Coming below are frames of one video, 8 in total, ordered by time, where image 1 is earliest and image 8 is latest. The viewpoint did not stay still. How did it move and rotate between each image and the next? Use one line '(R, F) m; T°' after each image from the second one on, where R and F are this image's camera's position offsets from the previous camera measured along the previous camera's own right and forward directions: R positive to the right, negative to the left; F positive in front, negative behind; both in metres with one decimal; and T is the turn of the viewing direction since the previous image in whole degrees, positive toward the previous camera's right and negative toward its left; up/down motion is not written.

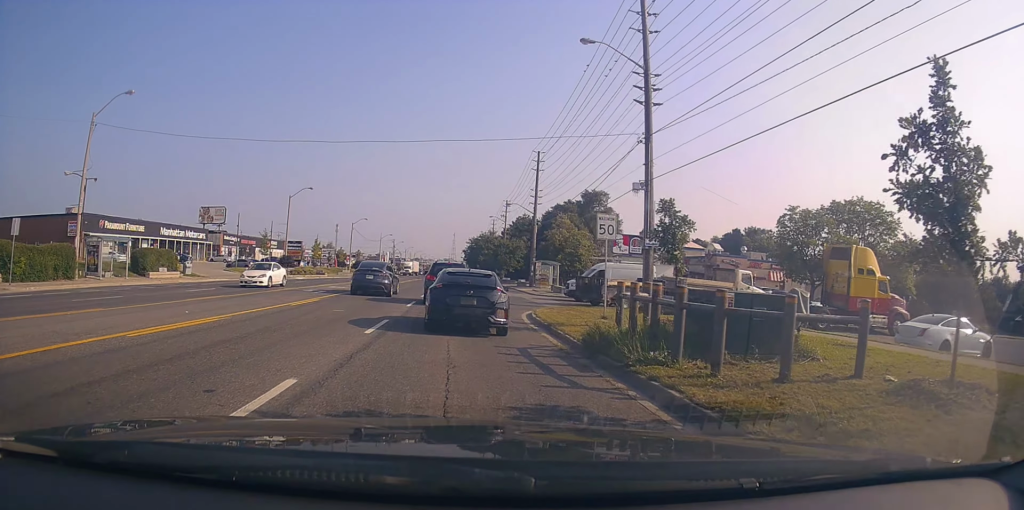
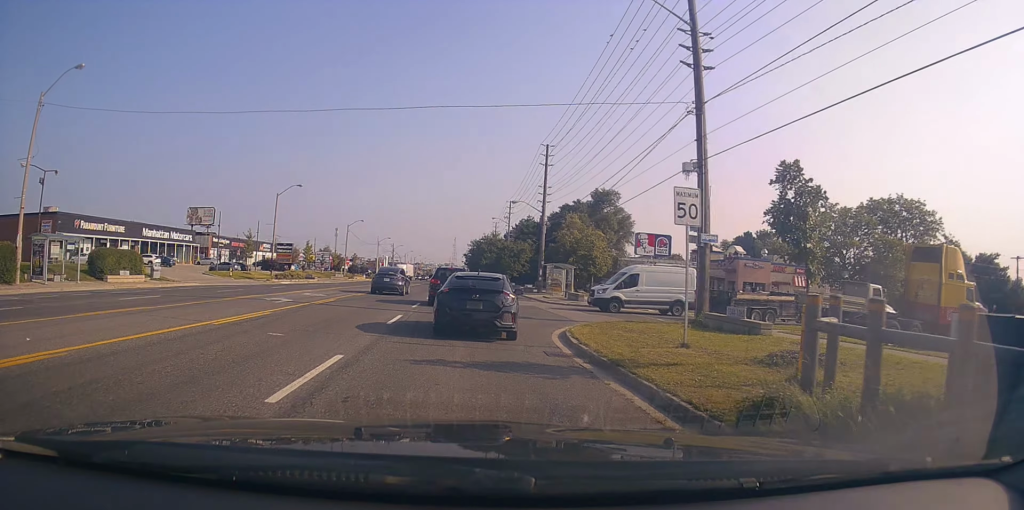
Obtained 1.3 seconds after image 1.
(0.0, +6.1) m; +3°
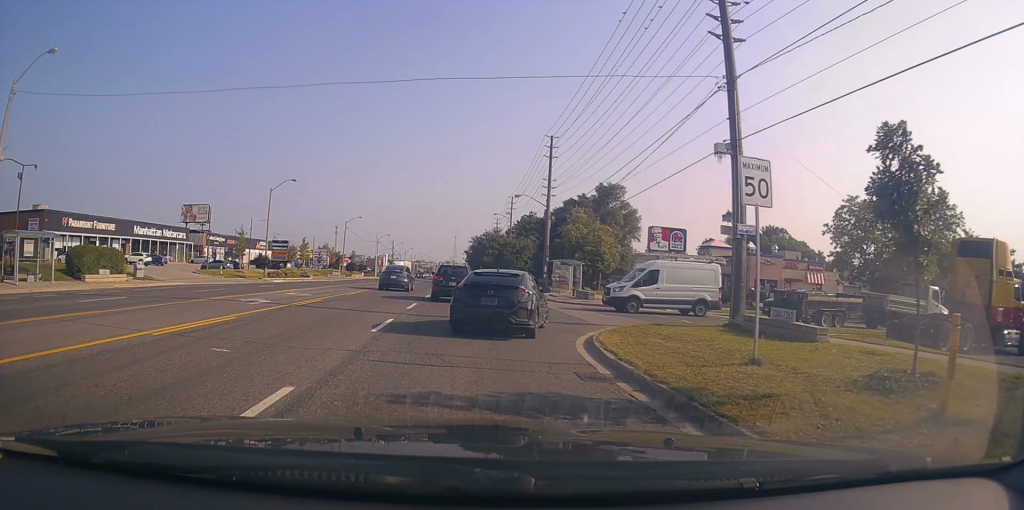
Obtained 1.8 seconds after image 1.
(+0.2, +2.5) m; 0°
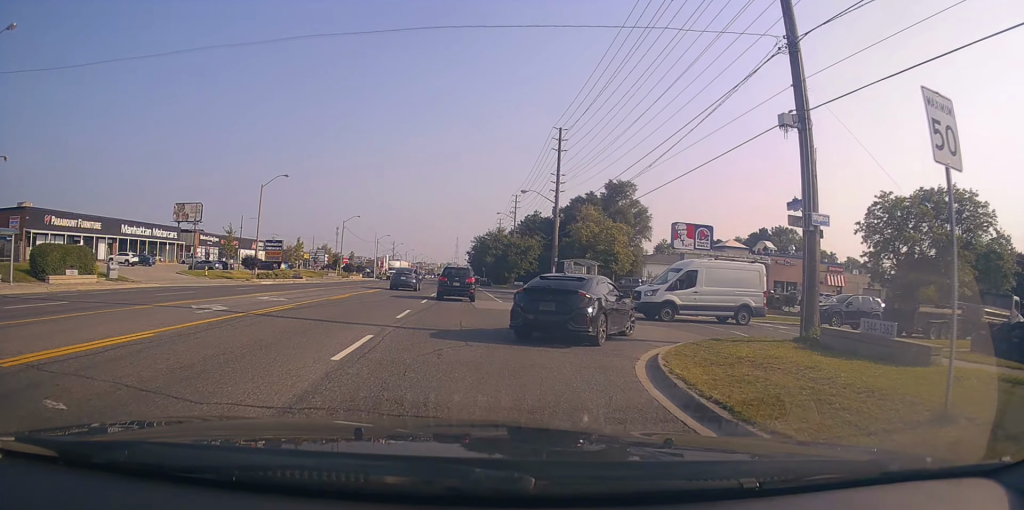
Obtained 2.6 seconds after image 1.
(0.0, +3.7) m; +1°
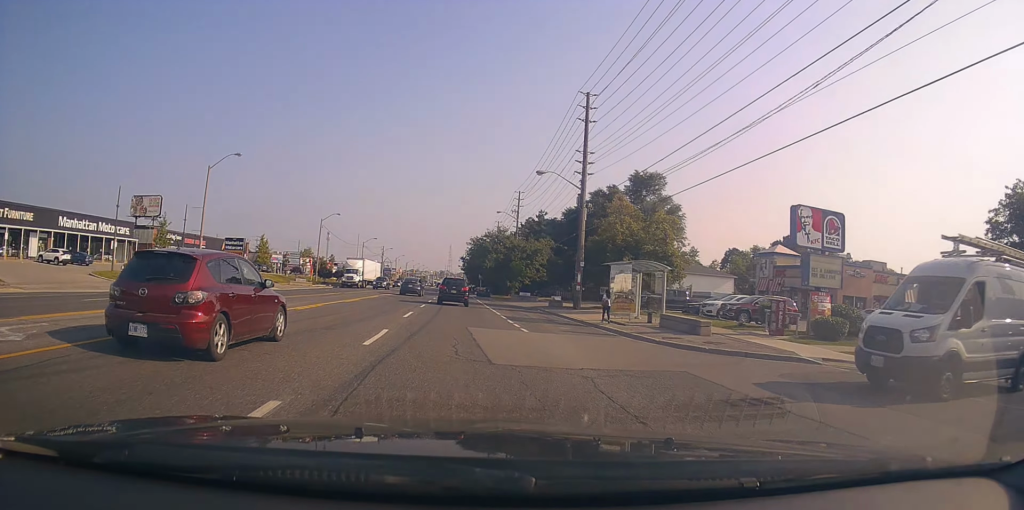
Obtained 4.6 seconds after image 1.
(-0.3, +12.4) m; -3°
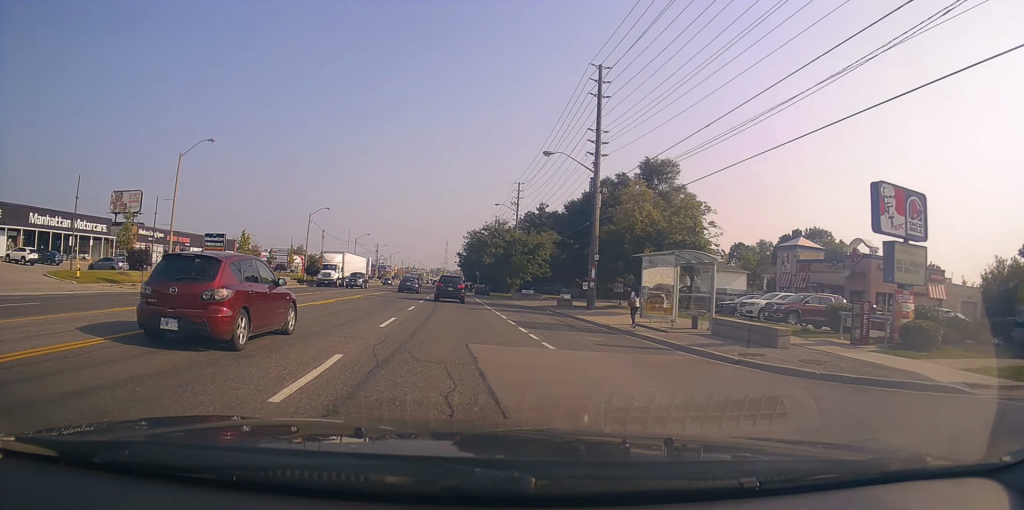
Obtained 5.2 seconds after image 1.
(-0.3, +4.5) m; 0°
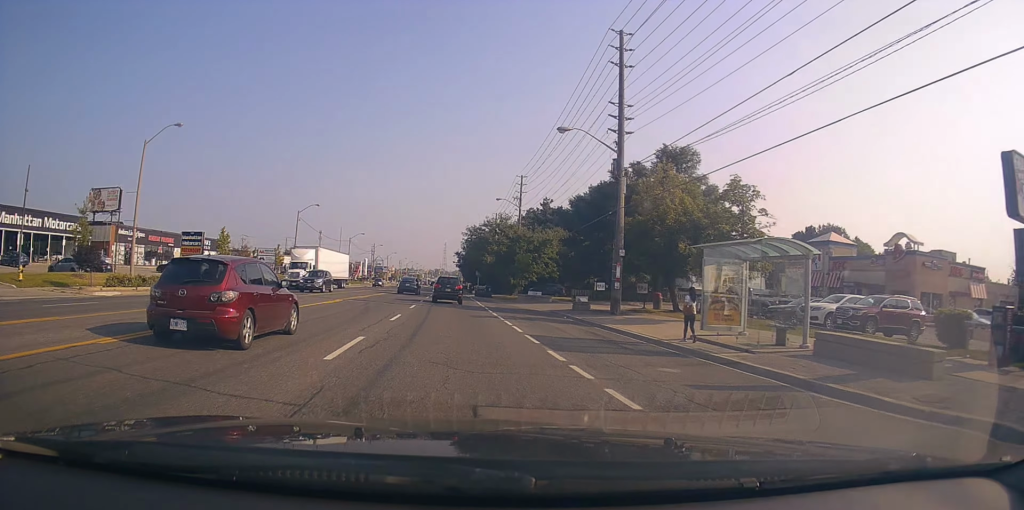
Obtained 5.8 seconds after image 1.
(+0.4, +5.4) m; +2°
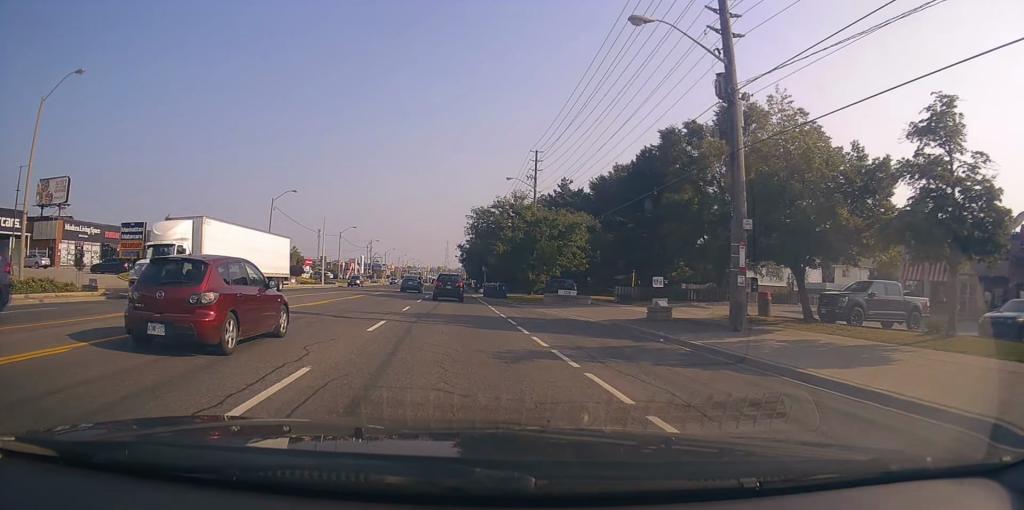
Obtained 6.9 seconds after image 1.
(+0.3, +11.9) m; +1°
